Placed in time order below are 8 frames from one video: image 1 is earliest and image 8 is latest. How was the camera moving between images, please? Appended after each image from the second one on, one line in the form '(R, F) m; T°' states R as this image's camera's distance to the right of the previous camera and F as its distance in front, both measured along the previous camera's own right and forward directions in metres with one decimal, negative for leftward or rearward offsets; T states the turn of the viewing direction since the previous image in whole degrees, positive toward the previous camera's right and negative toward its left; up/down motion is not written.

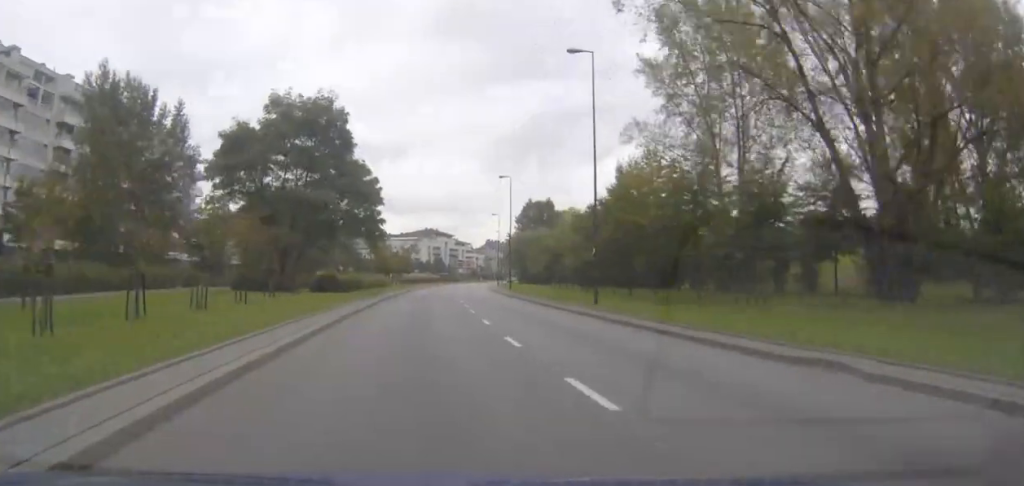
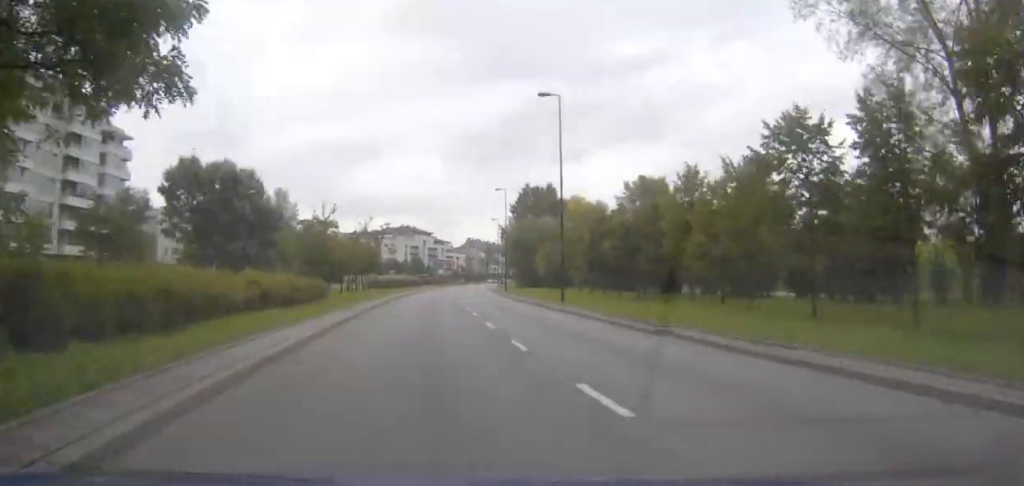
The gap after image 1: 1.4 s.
(+0.5, +30.6) m; +2°
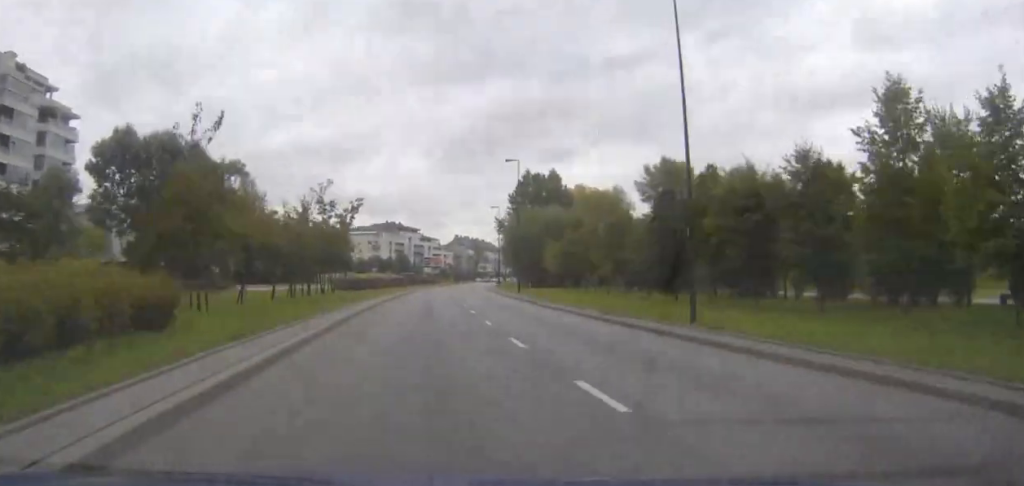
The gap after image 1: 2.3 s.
(+0.2, +17.9) m; +1°
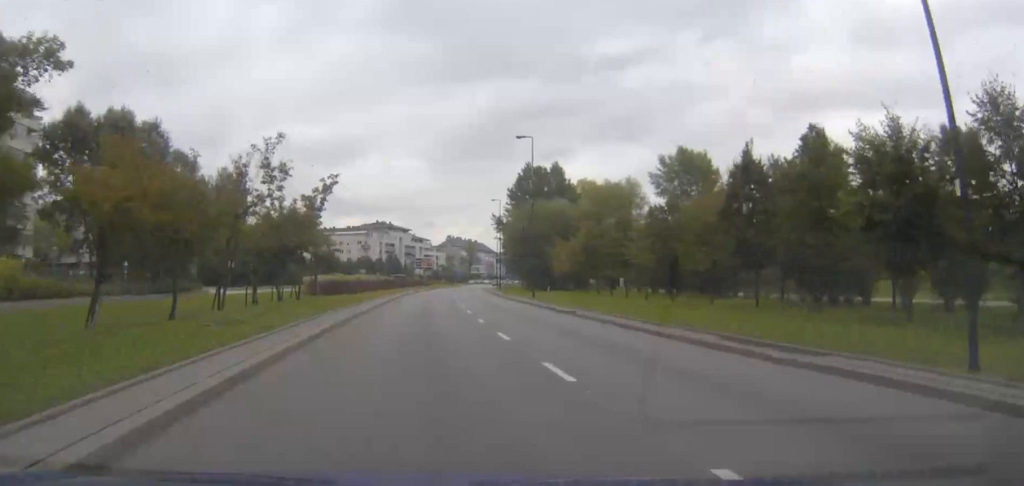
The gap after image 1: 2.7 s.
(0.0, +10.0) m; 0°
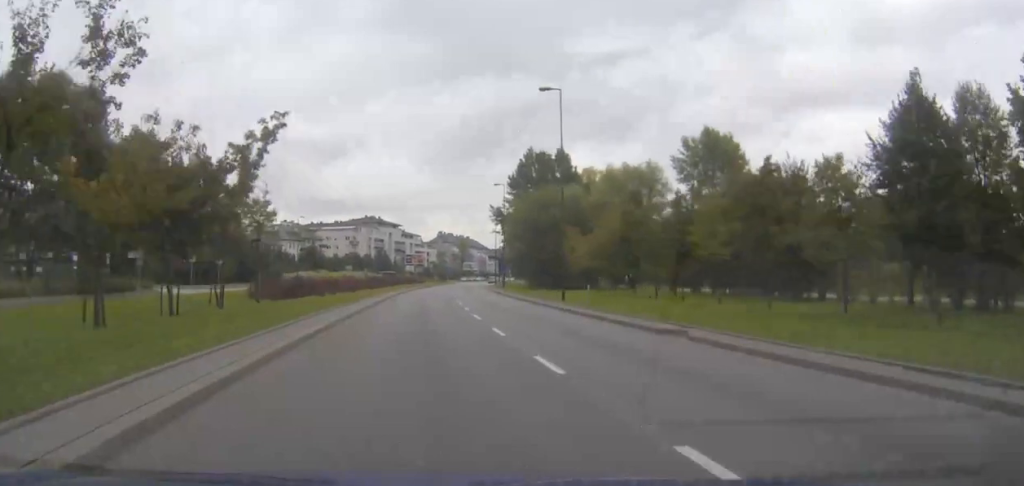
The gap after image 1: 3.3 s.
(+0.1, +11.5) m; 0°
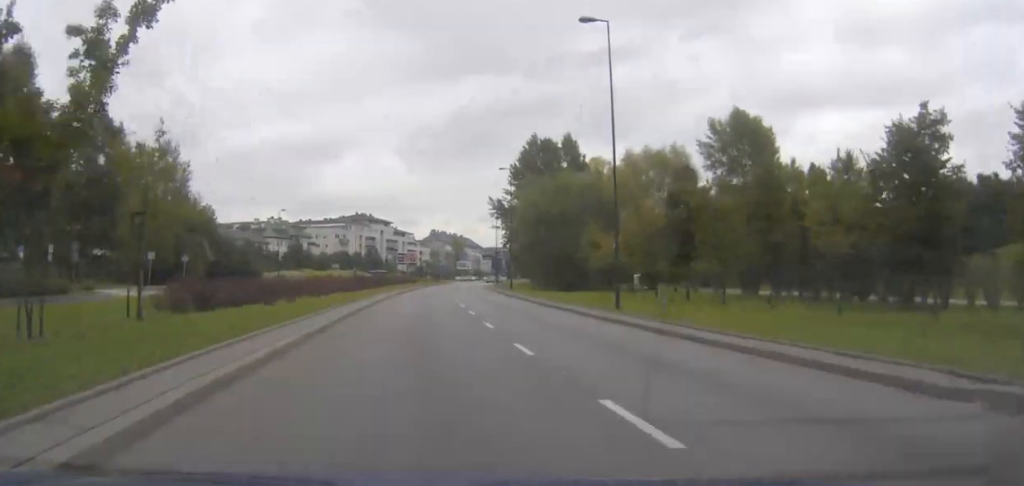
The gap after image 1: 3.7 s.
(0.0, +10.0) m; 0°
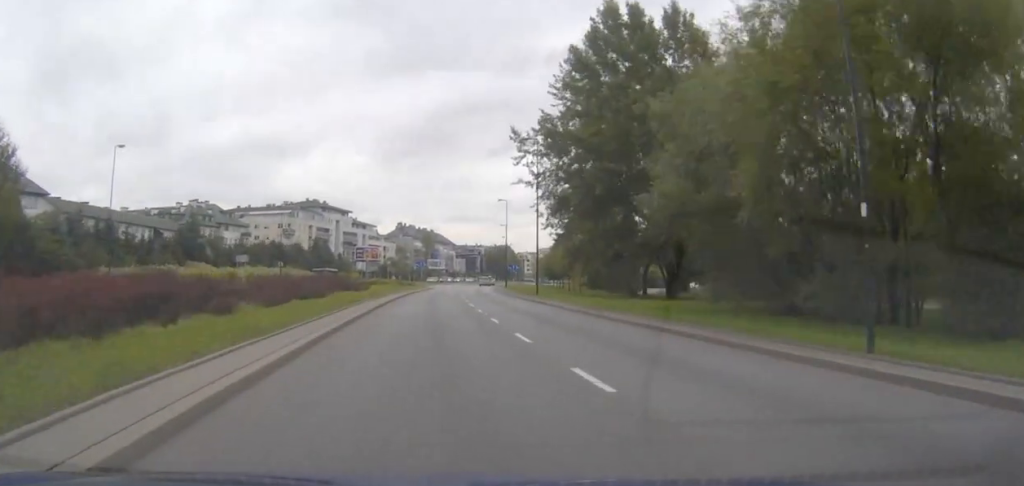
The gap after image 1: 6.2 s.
(+1.2, +50.7) m; +3°
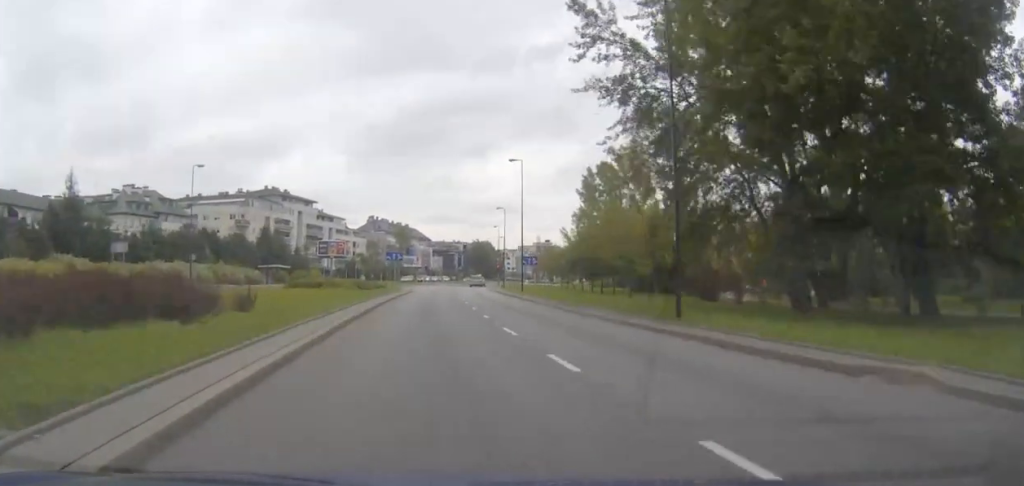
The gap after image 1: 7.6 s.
(+0.6, +28.0) m; +2°
